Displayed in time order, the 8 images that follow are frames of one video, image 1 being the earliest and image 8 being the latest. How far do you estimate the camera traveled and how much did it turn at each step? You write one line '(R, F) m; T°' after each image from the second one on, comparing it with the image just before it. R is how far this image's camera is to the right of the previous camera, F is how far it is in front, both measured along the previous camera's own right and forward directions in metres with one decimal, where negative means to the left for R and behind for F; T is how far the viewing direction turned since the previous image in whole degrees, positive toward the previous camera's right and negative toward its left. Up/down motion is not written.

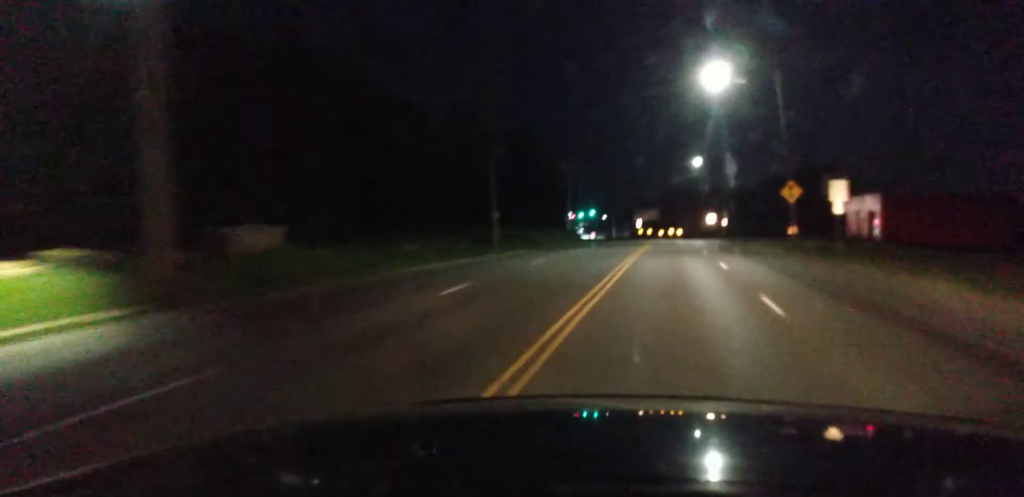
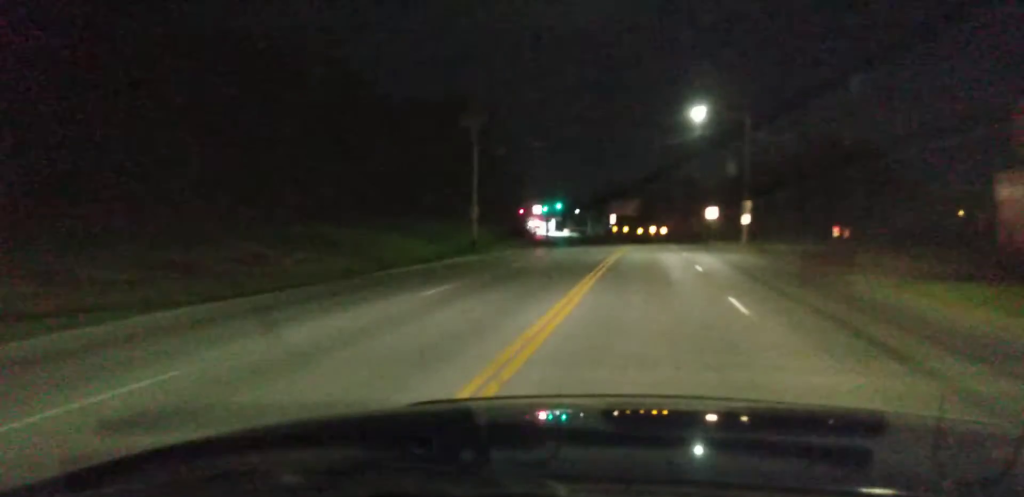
(-1.0, +37.7) m; -2°
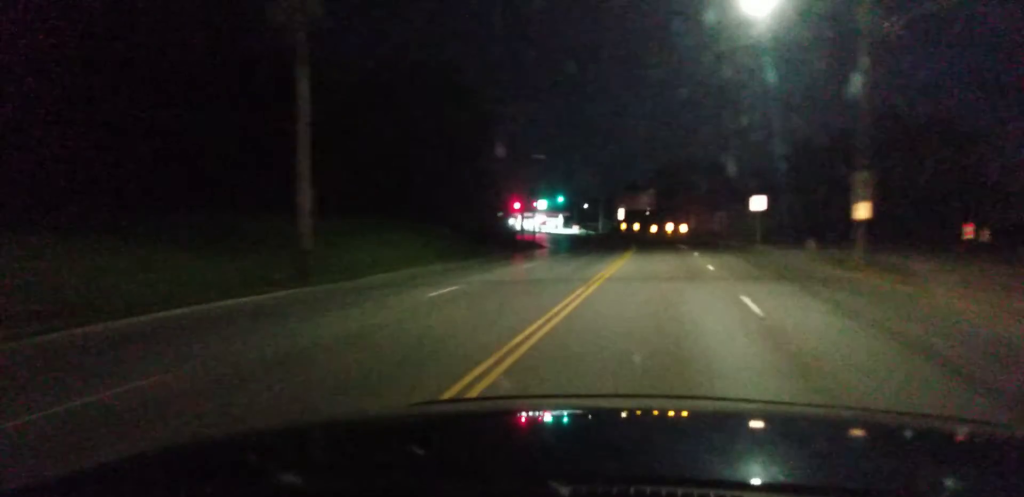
(+0.5, +24.9) m; +2°
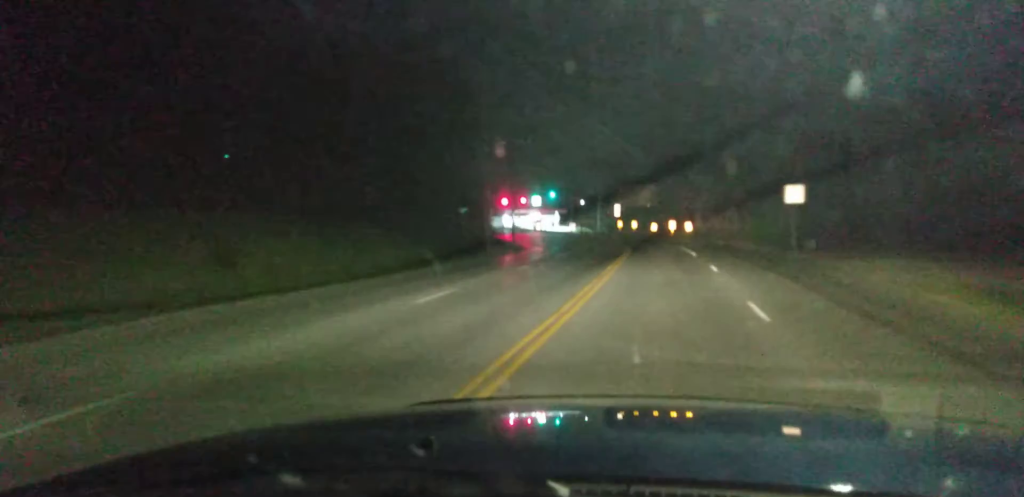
(0.0, +13.1) m; -1°
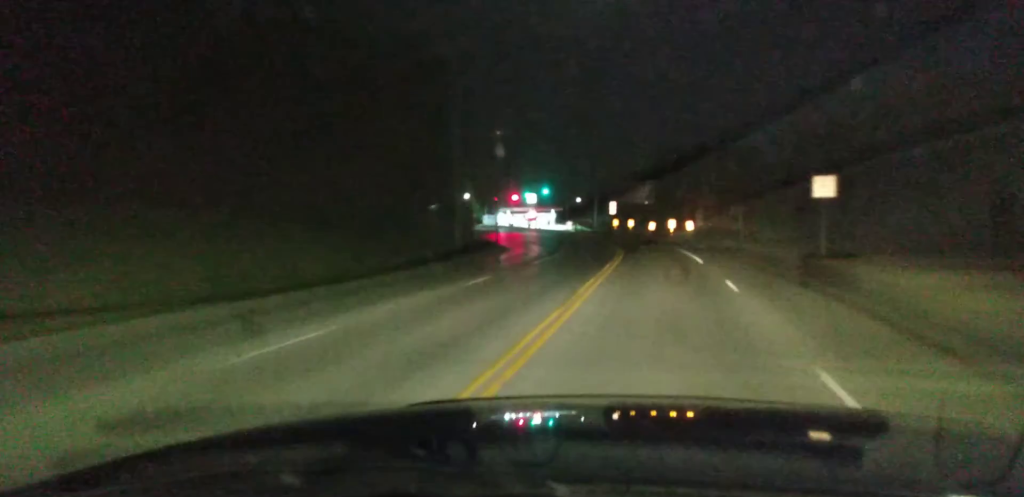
(-0.1, +8.1) m; 0°
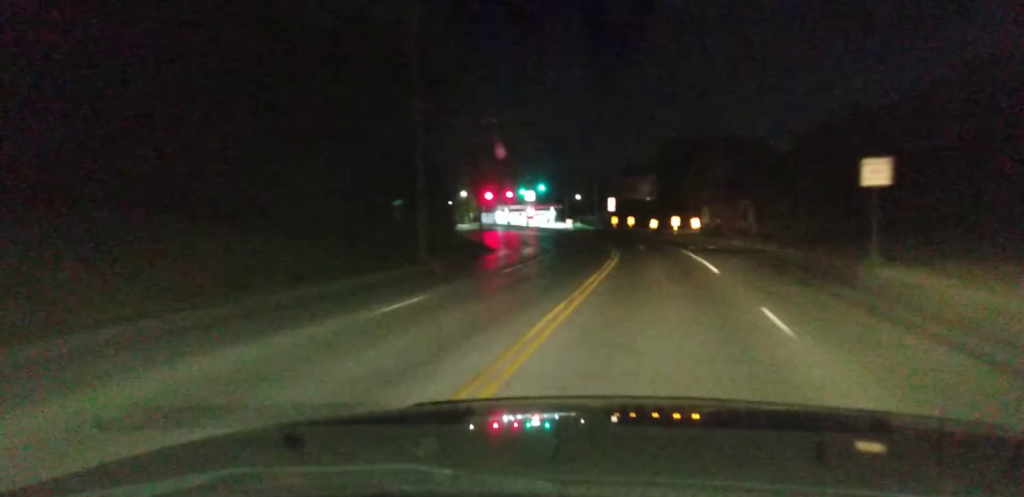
(0.0, +7.2) m; 0°
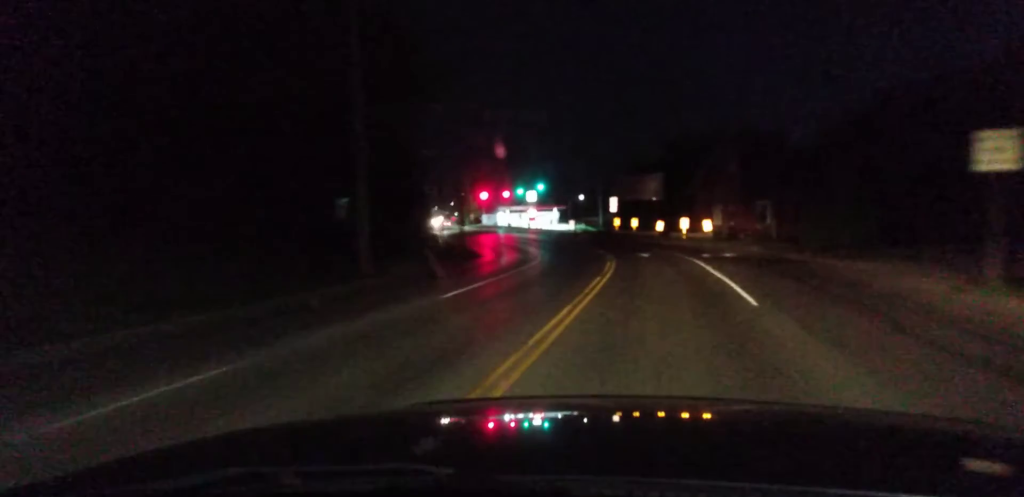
(0.0, +7.1) m; -1°
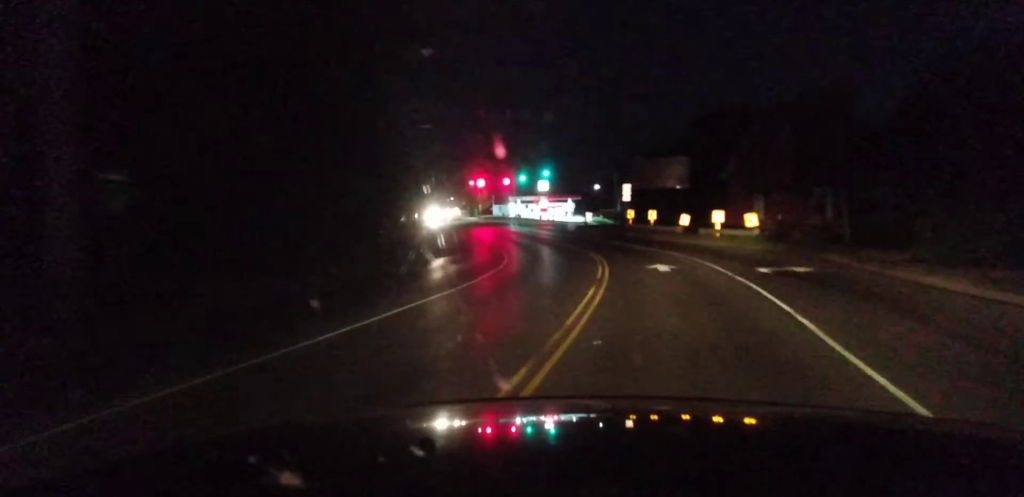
(-0.3, +16.2) m; -1°
